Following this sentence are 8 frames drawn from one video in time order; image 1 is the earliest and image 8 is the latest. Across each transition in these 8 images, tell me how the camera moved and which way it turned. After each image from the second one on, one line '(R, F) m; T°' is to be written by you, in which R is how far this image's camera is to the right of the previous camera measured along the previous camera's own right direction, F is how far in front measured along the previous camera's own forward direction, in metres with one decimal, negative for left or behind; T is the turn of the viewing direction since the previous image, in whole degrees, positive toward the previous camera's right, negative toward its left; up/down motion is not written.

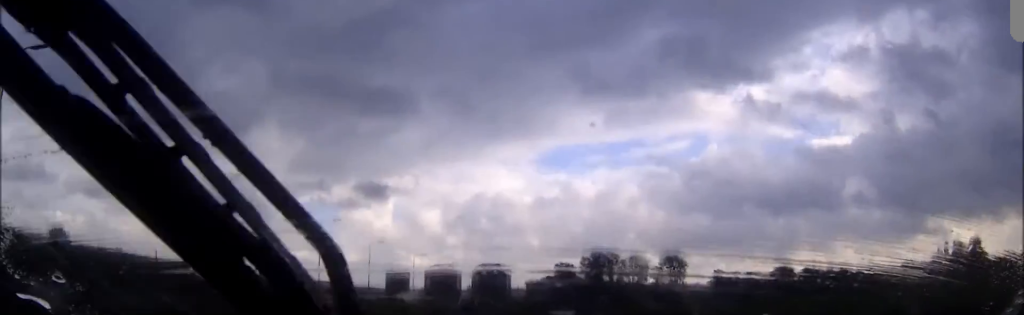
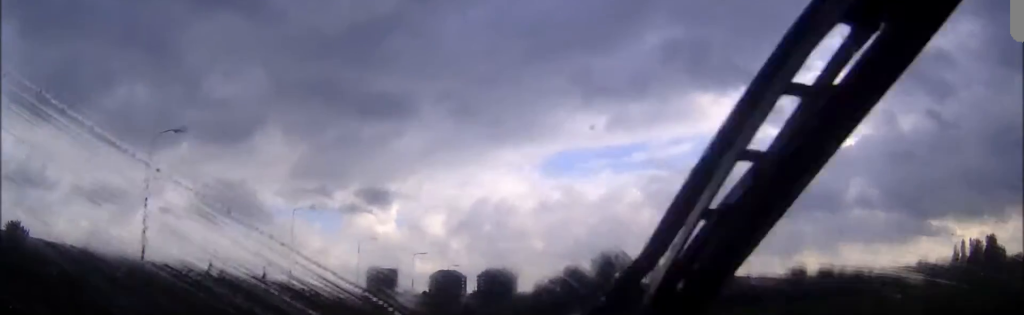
(+0.1, +14.1) m; 0°
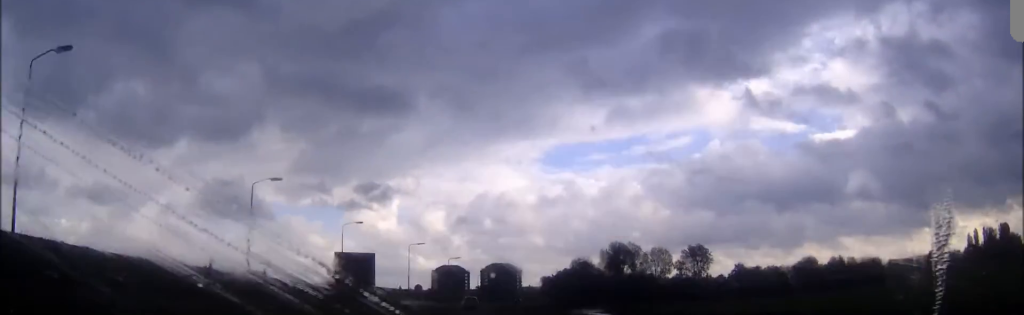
(-0.2, +12.8) m; -1°
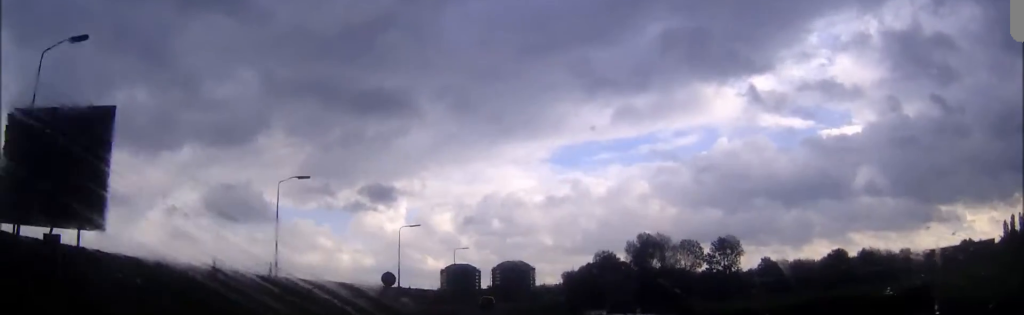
(-0.1, +31.2) m; 0°
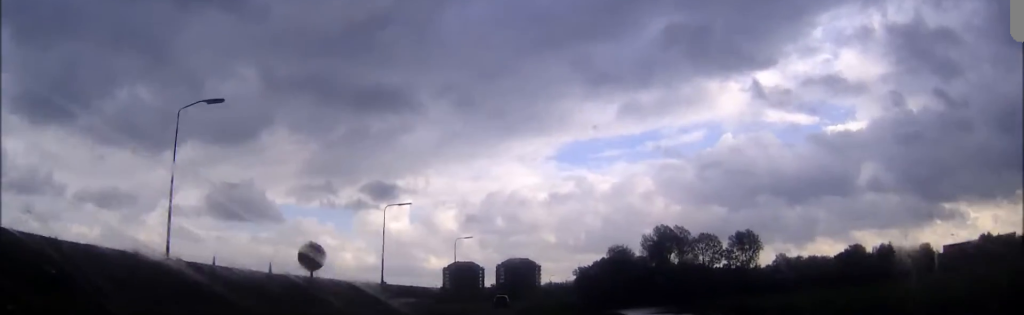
(-0.1, +19.2) m; 0°
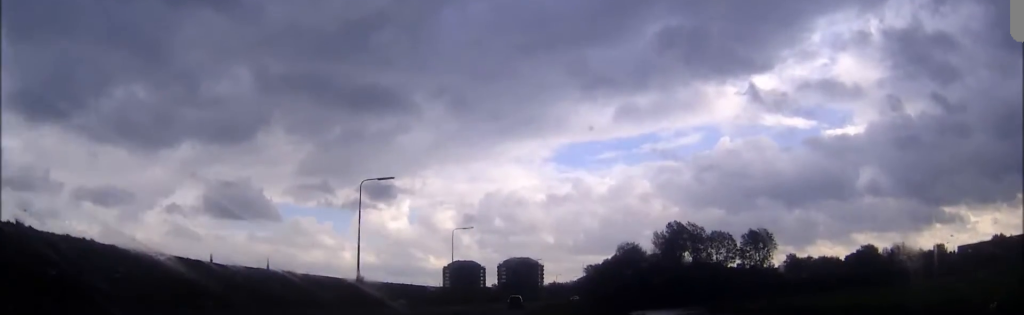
(0.0, +15.4) m; +1°
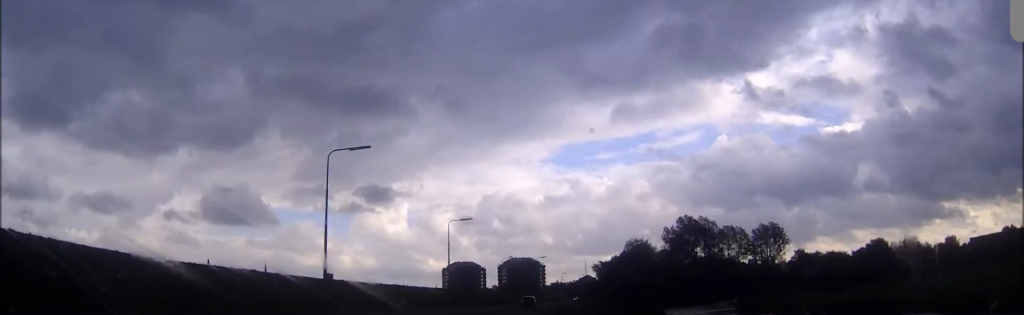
(+0.3, +12.8) m; 0°
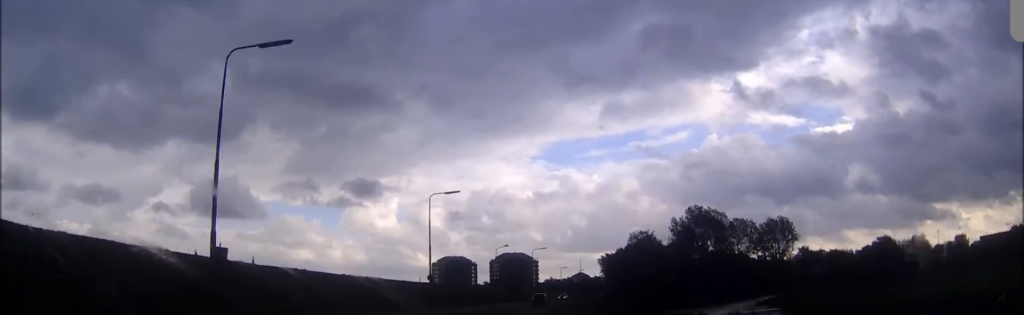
(0.0, +18.1) m; 0°
